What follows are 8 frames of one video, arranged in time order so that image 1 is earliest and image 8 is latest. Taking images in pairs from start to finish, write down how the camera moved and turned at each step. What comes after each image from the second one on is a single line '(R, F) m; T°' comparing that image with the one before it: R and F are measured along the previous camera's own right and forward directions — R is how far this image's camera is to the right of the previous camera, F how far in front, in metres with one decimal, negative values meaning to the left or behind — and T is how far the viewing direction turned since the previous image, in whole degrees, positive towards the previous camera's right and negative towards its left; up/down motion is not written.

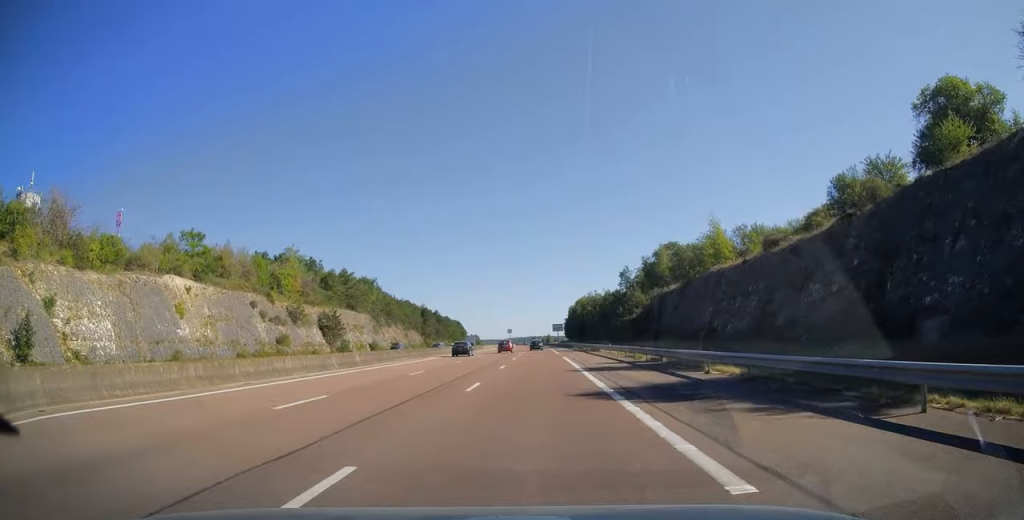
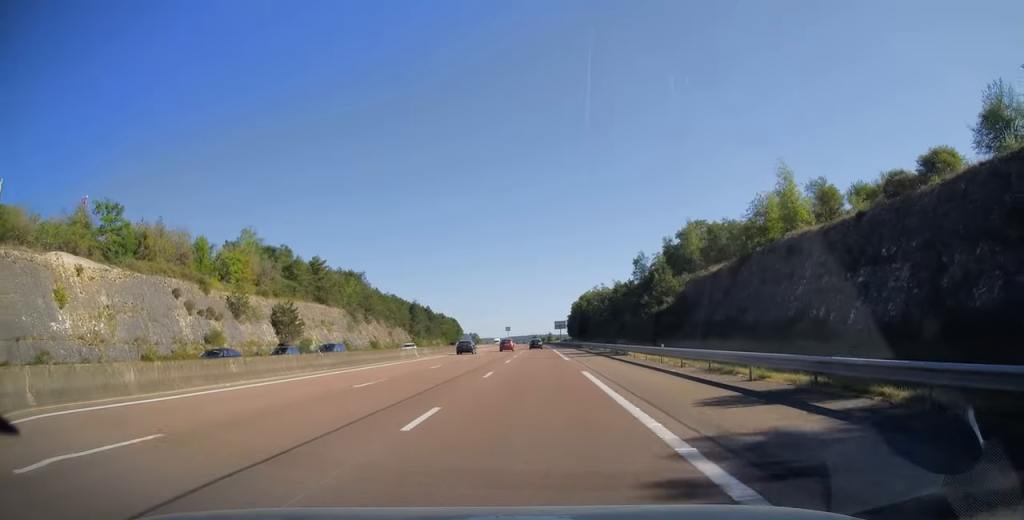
(0.0, +20.2) m; 0°
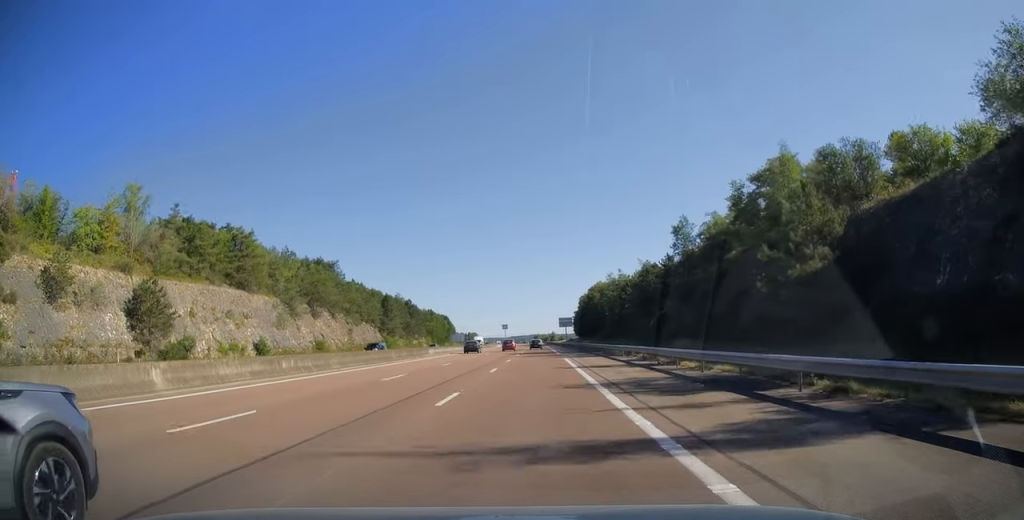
(-0.1, +35.5) m; 0°
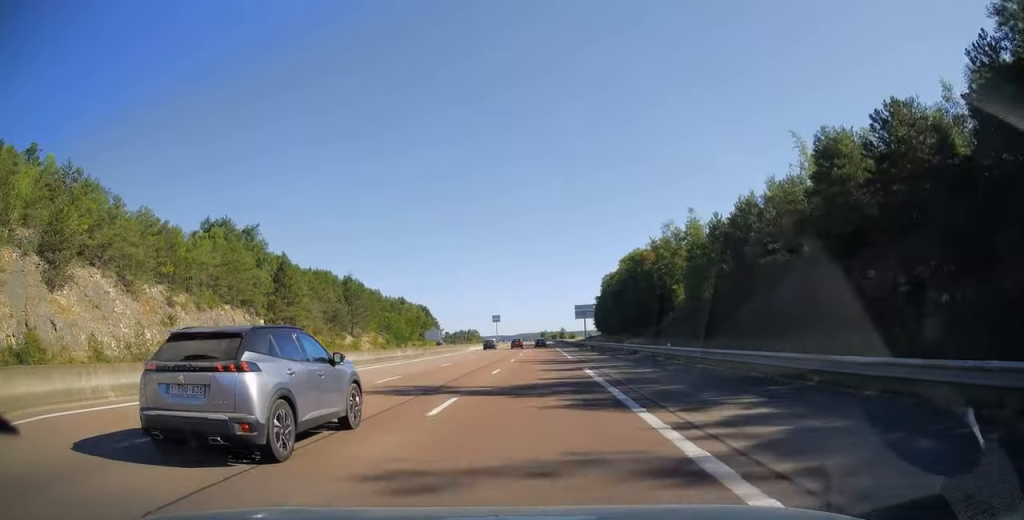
(-0.2, +66.3) m; 0°
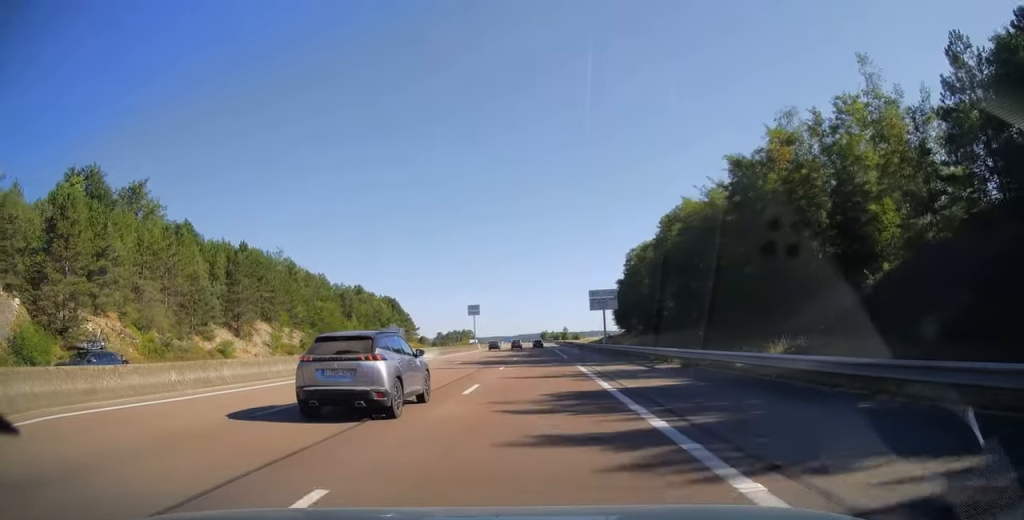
(-0.1, +47.1) m; 0°
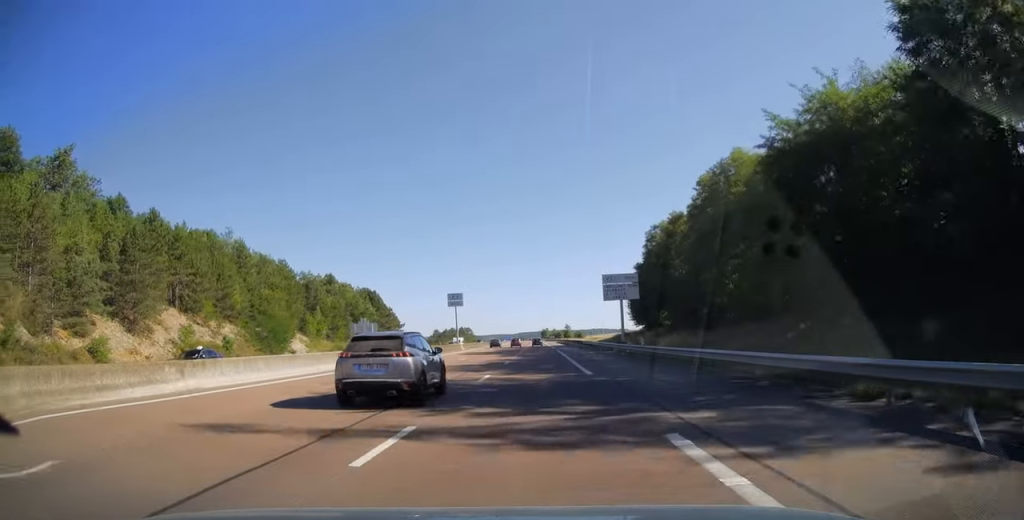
(0.0, +21.8) m; 0°
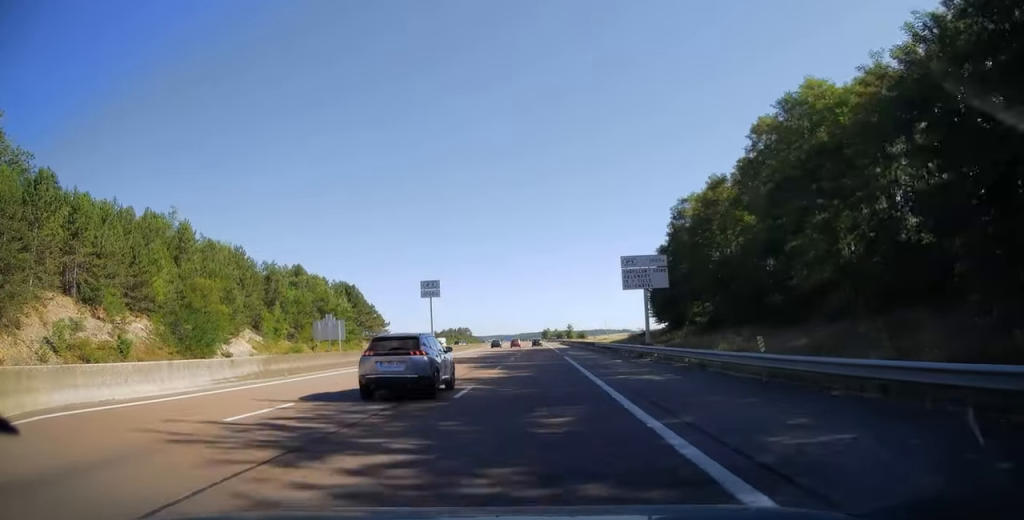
(0.0, +18.2) m; 0°
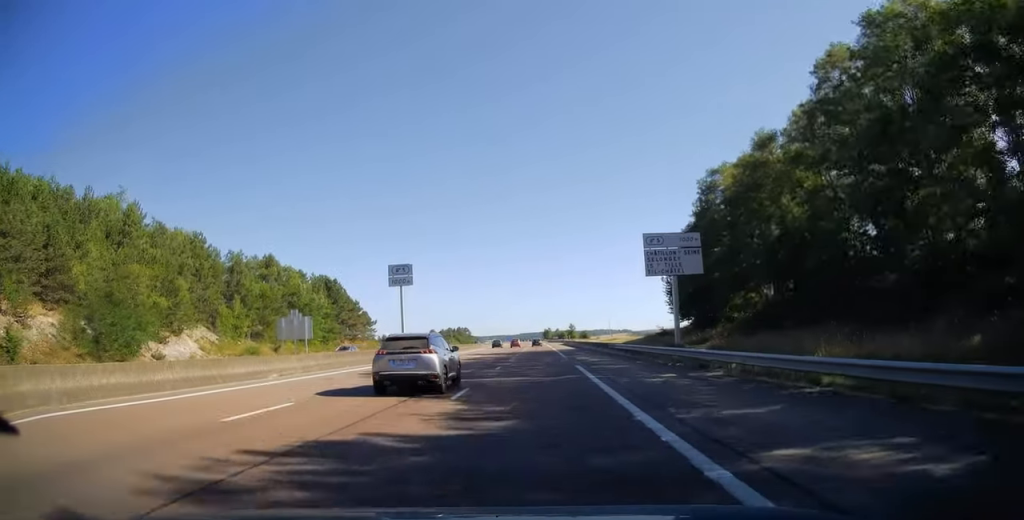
(0.0, +13.2) m; 0°
